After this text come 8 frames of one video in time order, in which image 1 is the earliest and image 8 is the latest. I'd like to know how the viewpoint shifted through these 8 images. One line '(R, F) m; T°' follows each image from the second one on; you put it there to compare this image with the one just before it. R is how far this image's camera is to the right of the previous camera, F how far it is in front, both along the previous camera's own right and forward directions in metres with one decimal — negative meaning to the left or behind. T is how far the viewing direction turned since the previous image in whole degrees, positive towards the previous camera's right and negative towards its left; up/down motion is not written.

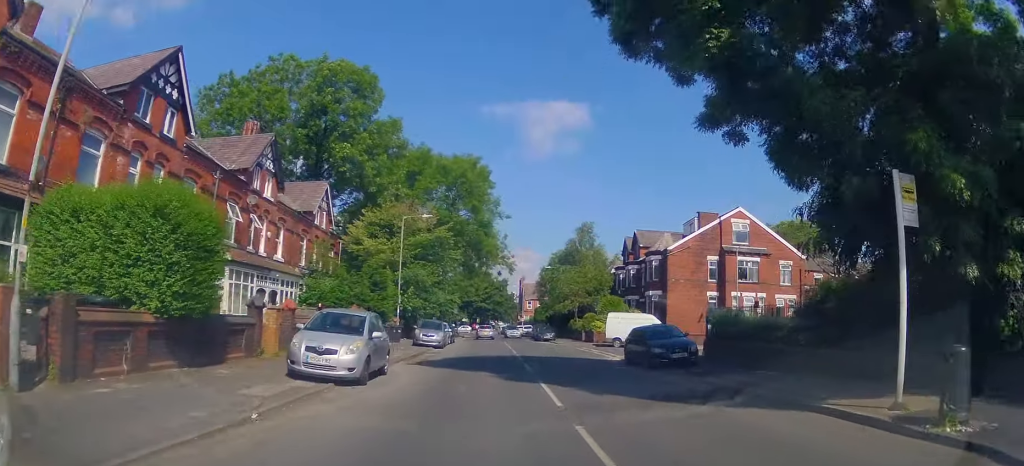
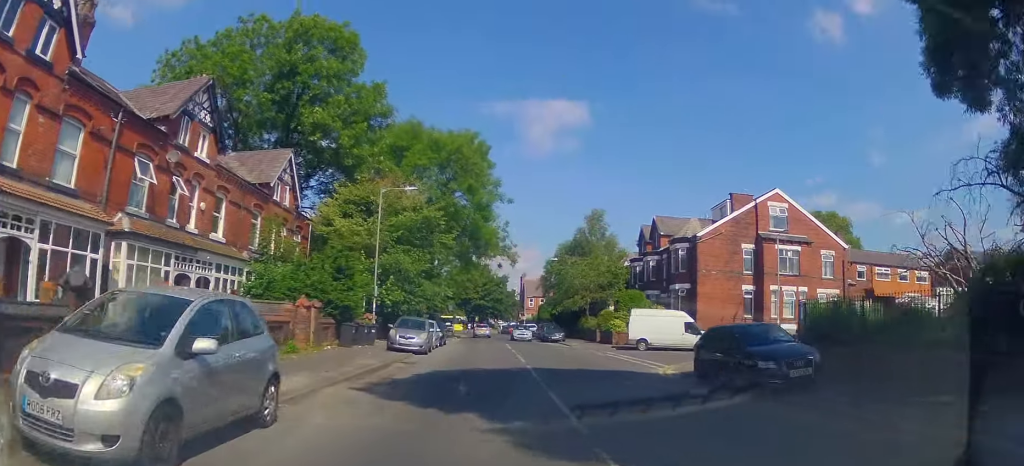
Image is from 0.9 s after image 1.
(0.0, +7.8) m; 0°
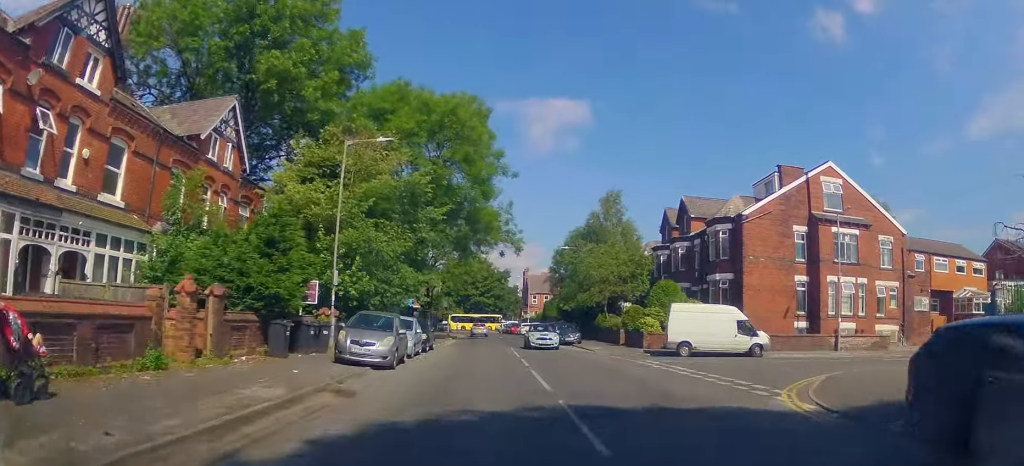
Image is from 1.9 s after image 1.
(-0.1, +8.3) m; 0°
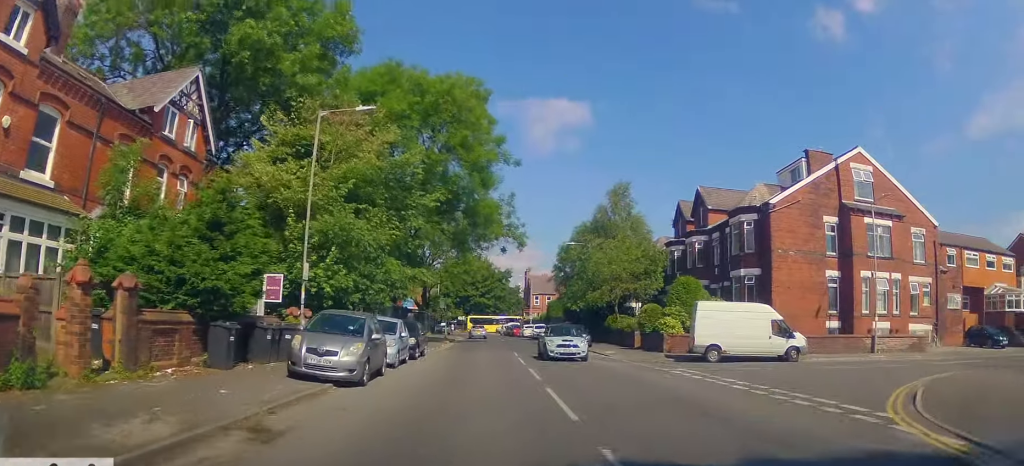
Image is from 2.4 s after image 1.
(+0.1, +3.8) m; 0°
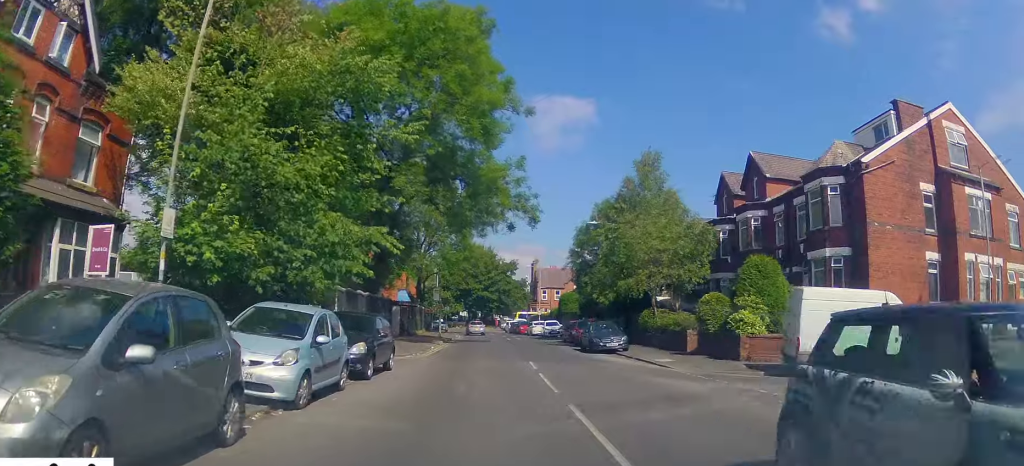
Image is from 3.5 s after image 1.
(-0.2, +8.9) m; -2°
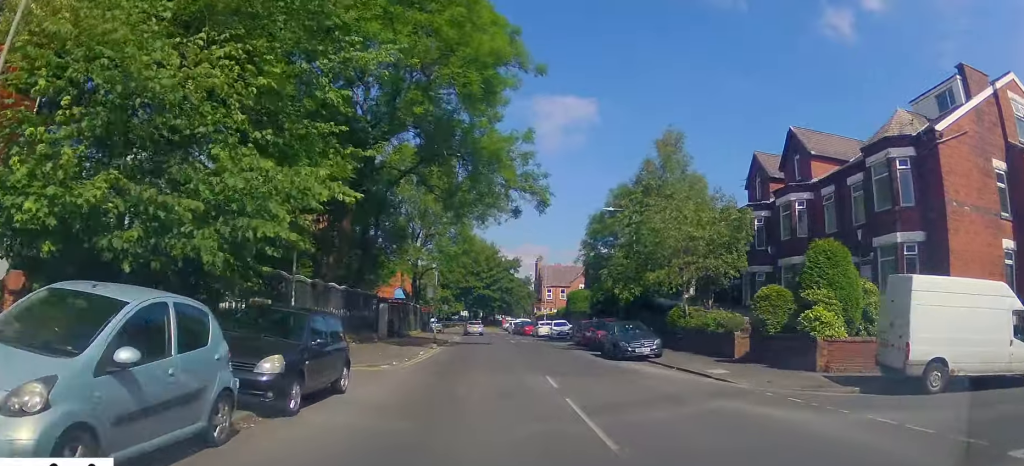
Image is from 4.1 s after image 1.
(0.0, +5.0) m; +1°
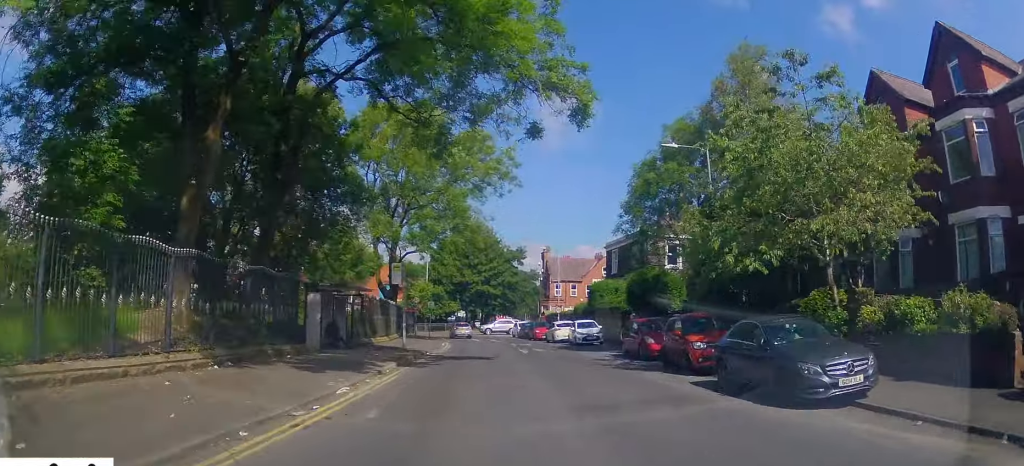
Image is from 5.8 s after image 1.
(+0.4, +12.8) m; +2°
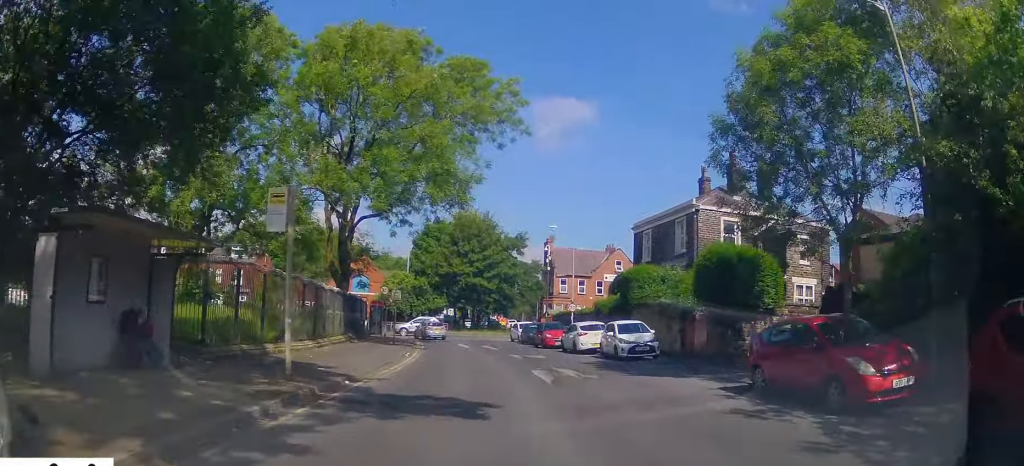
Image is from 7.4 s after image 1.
(-0.4, +12.7) m; -2°
